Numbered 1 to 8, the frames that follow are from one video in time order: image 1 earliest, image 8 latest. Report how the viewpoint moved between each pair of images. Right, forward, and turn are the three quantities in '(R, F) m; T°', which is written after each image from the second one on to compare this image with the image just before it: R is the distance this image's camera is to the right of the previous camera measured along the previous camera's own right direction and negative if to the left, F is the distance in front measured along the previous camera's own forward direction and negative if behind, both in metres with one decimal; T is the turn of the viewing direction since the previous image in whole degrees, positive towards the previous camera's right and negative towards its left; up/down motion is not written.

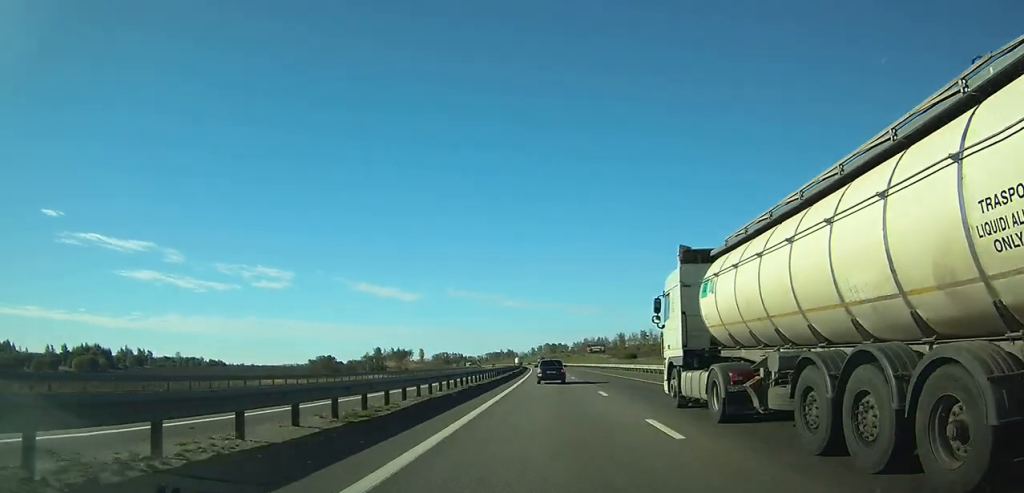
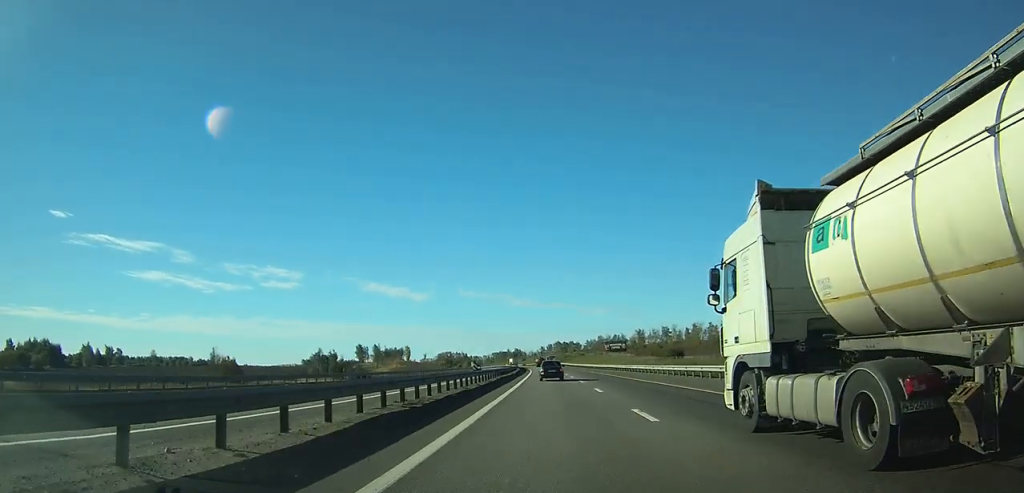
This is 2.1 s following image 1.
(-0.4, +56.2) m; -1°
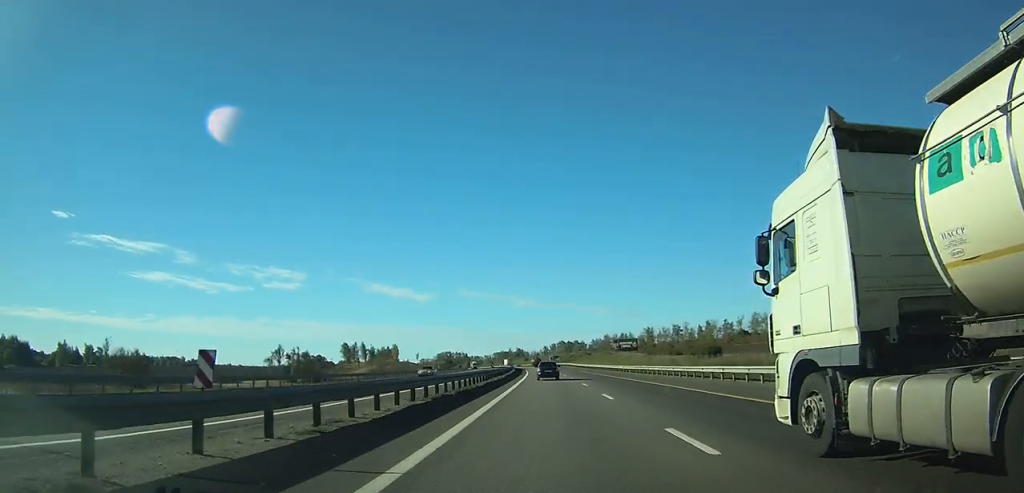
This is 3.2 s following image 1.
(-0.2, +28.2) m; -1°
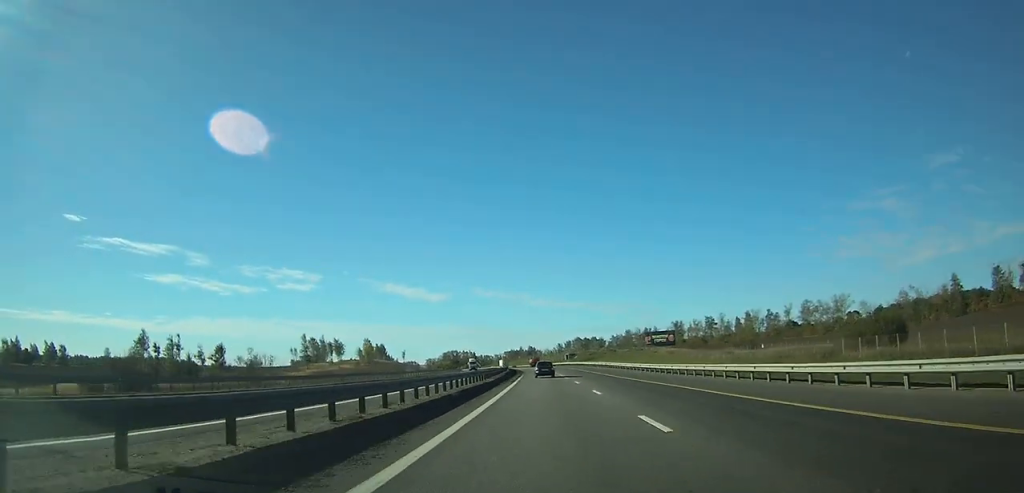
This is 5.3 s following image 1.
(-0.6, +56.6) m; -1°
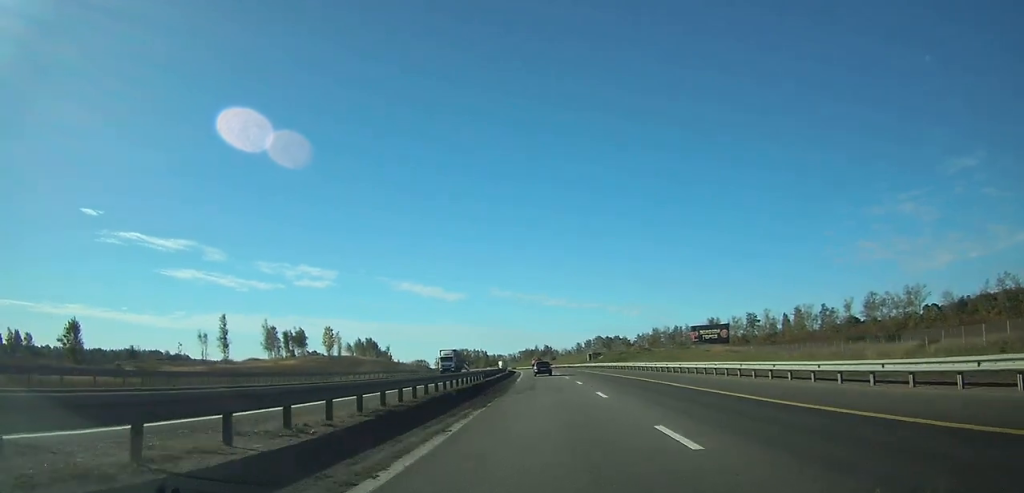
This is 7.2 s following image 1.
(-0.5, +49.7) m; -1°
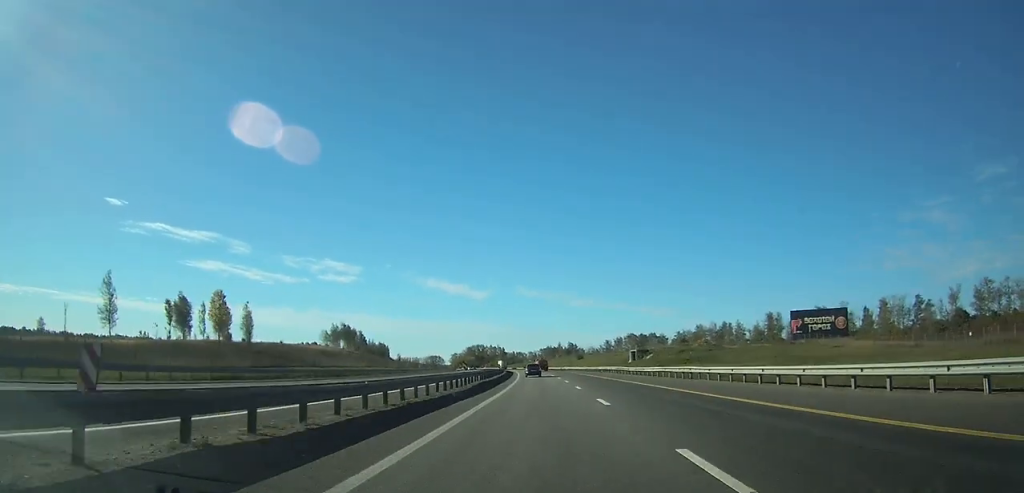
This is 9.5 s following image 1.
(-0.9, +62.5) m; -2°
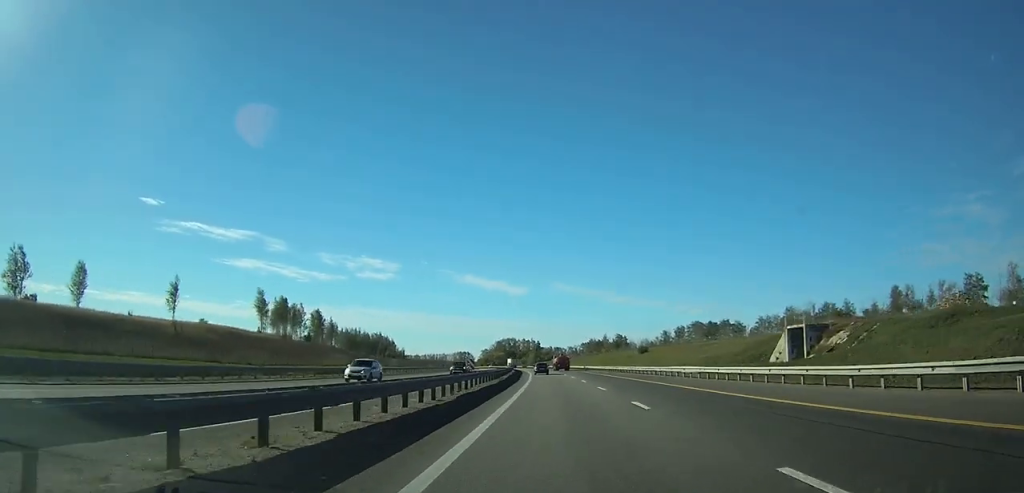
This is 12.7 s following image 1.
(-2.0, +84.8) m; -3°
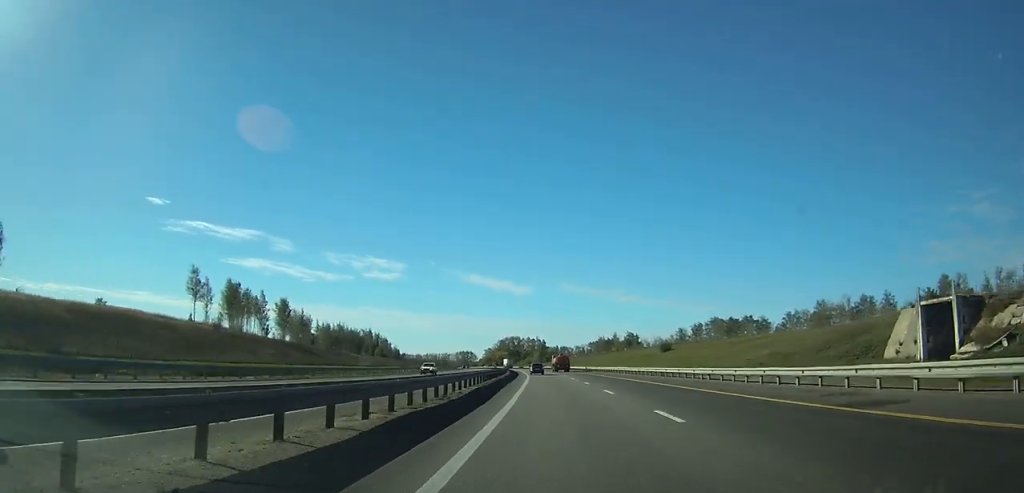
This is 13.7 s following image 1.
(-0.6, +27.5) m; -1°
